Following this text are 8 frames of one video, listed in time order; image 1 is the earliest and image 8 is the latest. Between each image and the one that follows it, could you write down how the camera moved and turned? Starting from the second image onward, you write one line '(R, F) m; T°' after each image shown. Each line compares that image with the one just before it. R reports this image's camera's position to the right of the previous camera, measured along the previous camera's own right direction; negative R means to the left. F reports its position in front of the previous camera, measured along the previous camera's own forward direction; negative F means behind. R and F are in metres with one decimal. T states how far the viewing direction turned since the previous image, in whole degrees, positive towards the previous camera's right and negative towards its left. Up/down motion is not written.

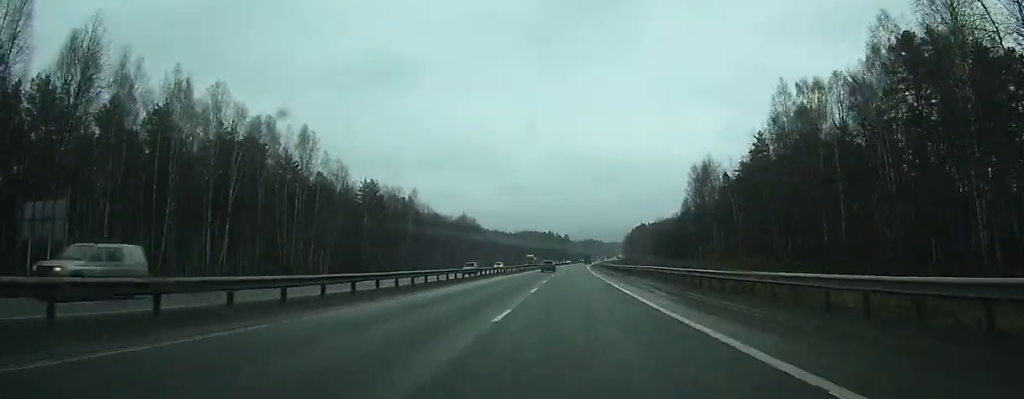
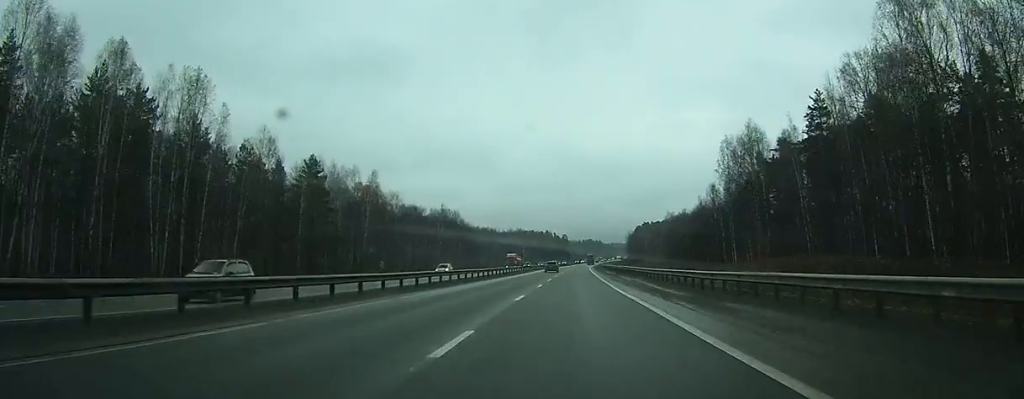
(0.0, +28.9) m; 0°
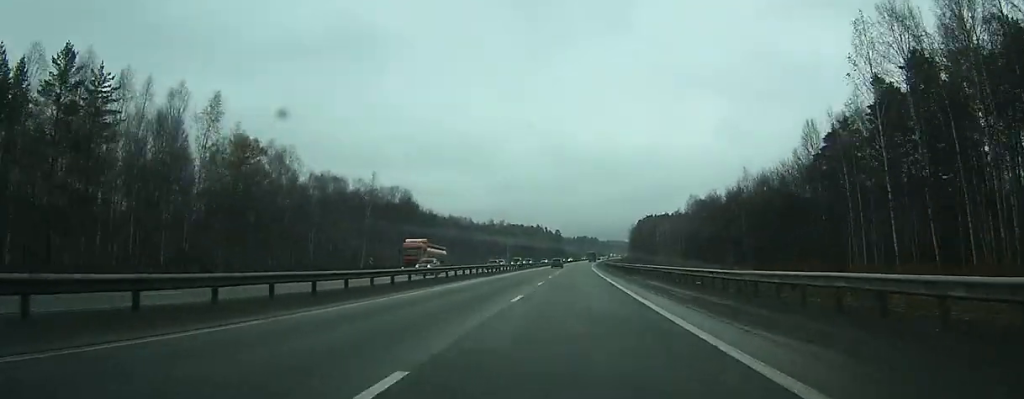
(+0.2, +52.6) m; +1°
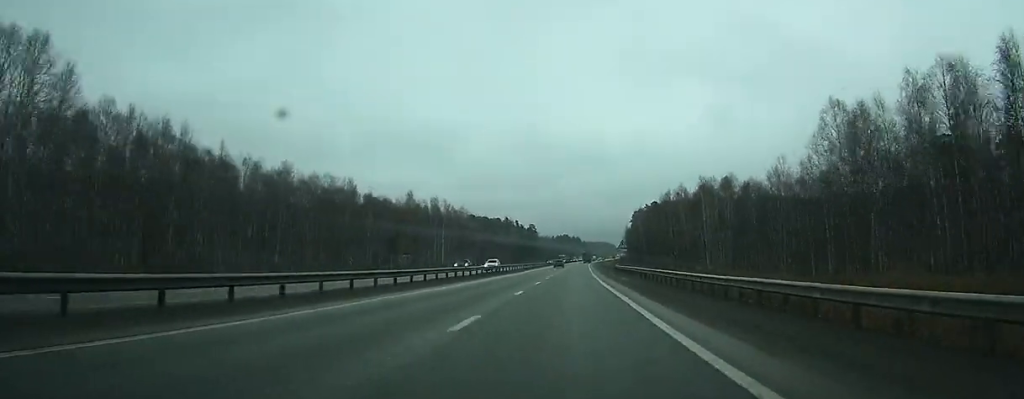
(+0.8, +103.8) m; +1°
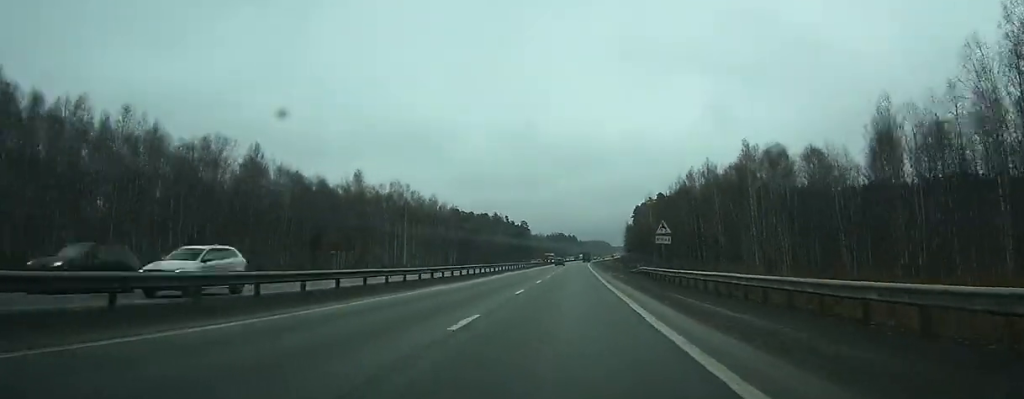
(+0.1, +34.6) m; 0°
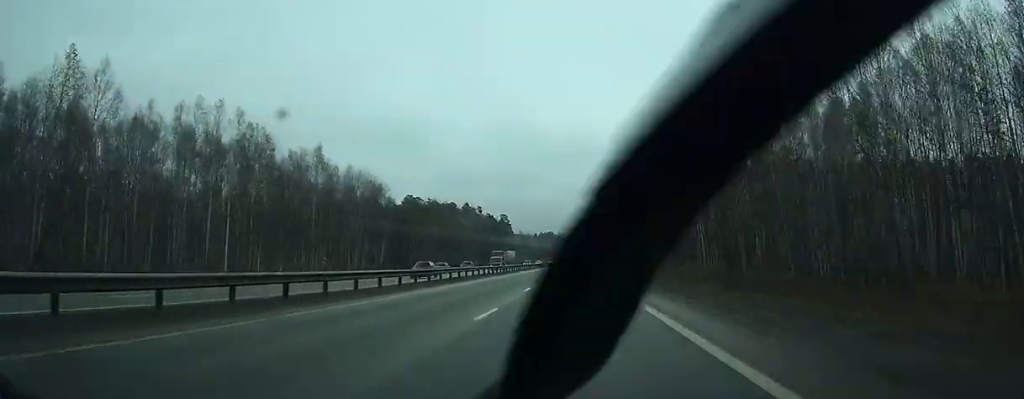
(+0.6, +70.7) m; +1°
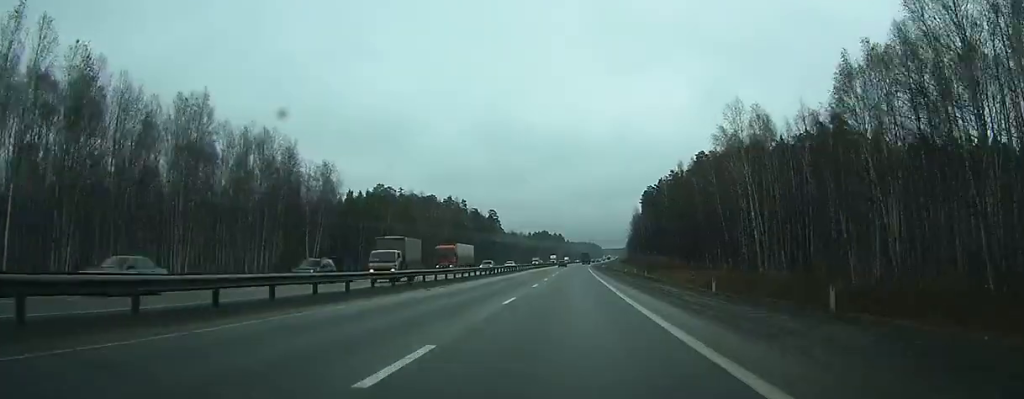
(+0.2, +30.7) m; 0°
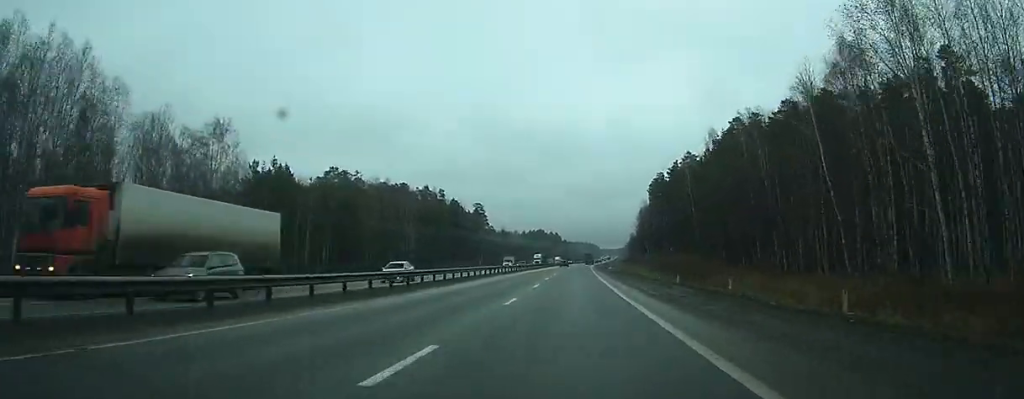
(+0.1, +35.9) m; 0°
